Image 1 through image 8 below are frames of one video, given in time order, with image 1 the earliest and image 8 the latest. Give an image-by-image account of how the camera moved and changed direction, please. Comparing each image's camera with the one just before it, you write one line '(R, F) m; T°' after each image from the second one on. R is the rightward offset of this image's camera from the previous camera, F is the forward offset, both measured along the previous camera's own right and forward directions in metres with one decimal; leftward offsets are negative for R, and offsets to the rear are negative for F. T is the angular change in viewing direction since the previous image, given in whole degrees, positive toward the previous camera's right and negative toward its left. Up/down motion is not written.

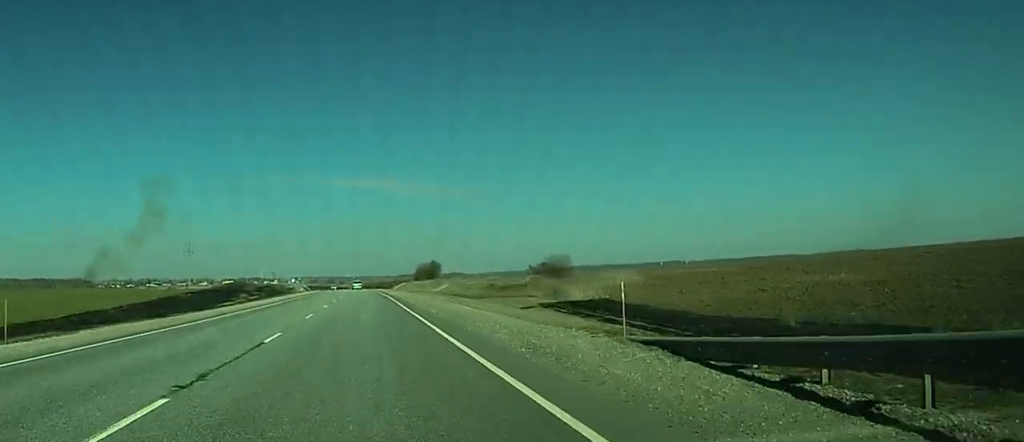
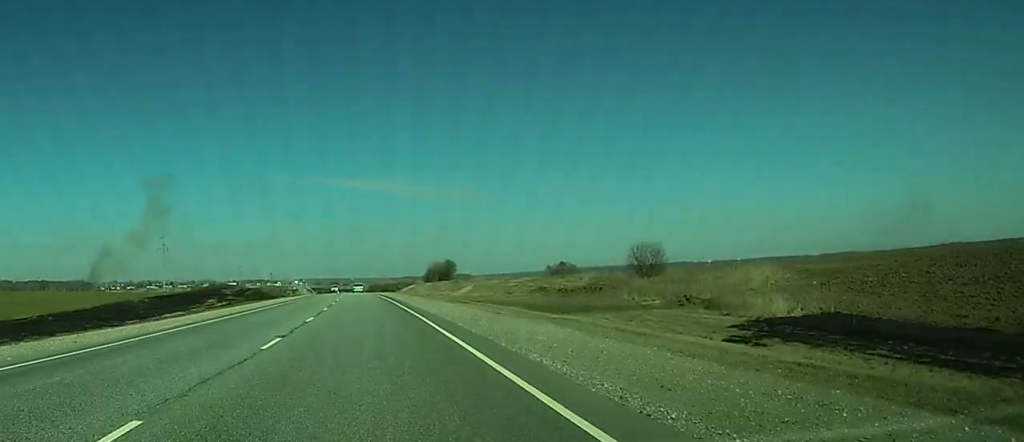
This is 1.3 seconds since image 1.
(+0.3, +38.8) m; 0°
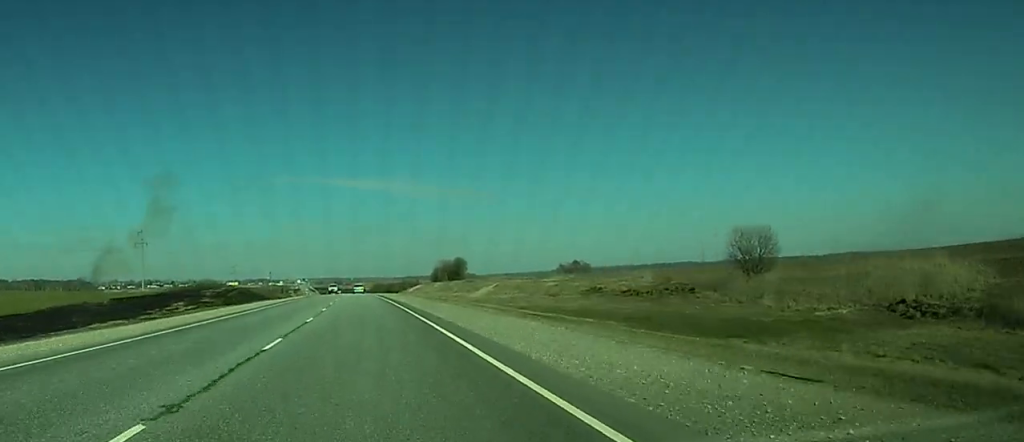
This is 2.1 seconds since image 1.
(-0.5, +24.7) m; -1°
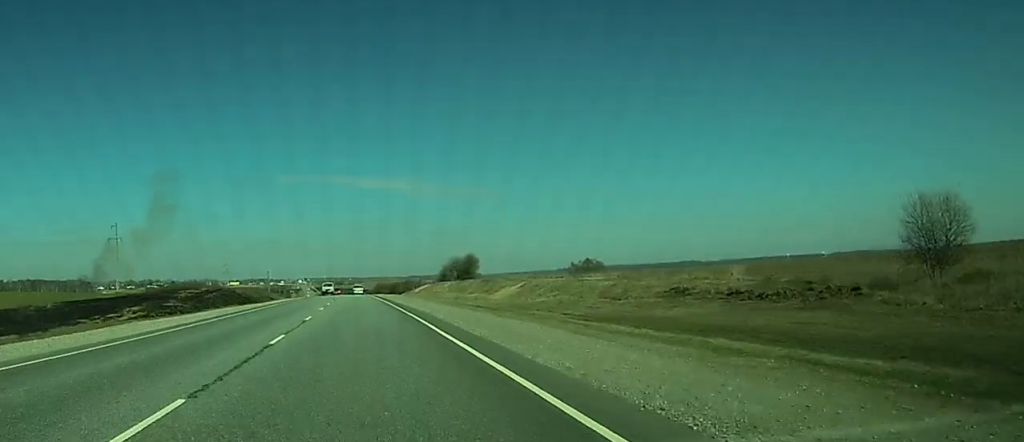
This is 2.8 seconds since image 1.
(0.0, +22.8) m; 0°
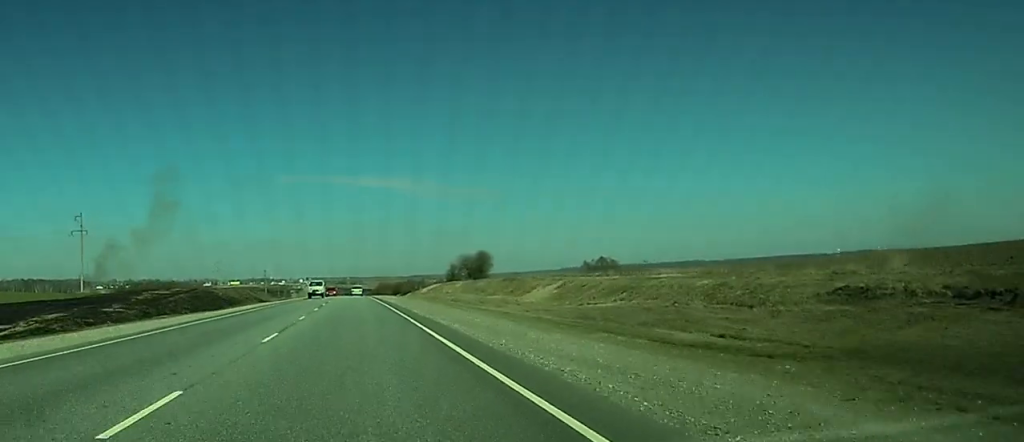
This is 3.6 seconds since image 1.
(+0.1, +23.9) m; 0°
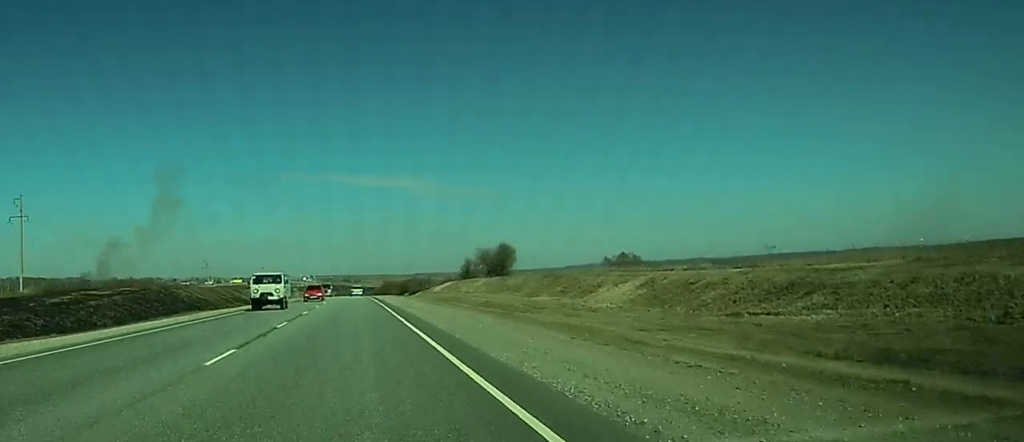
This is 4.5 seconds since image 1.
(0.0, +30.1) m; 0°
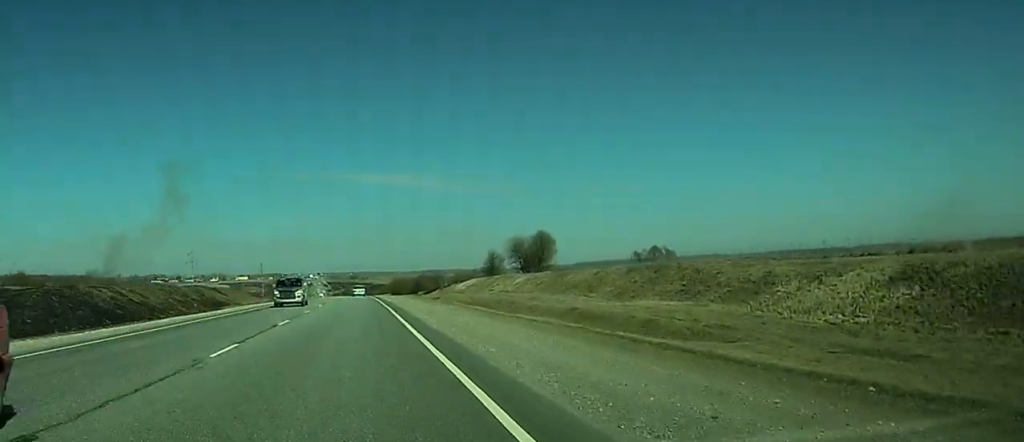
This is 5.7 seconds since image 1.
(-0.1, +35.5) m; -1°
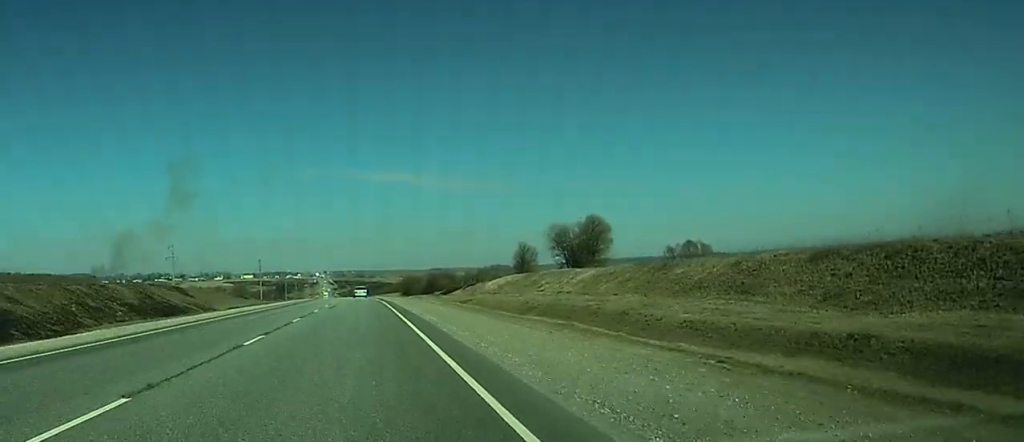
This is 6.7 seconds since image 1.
(-0.3, +33.4) m; -1°
